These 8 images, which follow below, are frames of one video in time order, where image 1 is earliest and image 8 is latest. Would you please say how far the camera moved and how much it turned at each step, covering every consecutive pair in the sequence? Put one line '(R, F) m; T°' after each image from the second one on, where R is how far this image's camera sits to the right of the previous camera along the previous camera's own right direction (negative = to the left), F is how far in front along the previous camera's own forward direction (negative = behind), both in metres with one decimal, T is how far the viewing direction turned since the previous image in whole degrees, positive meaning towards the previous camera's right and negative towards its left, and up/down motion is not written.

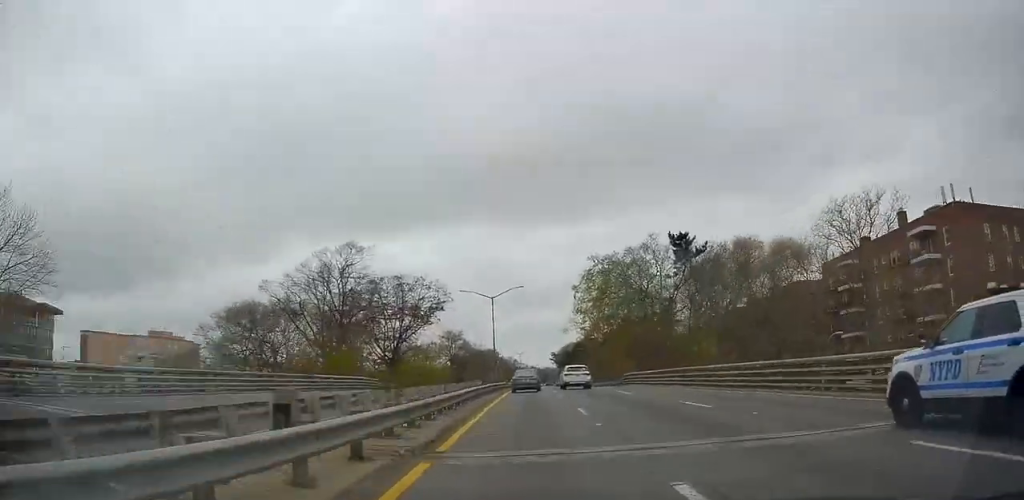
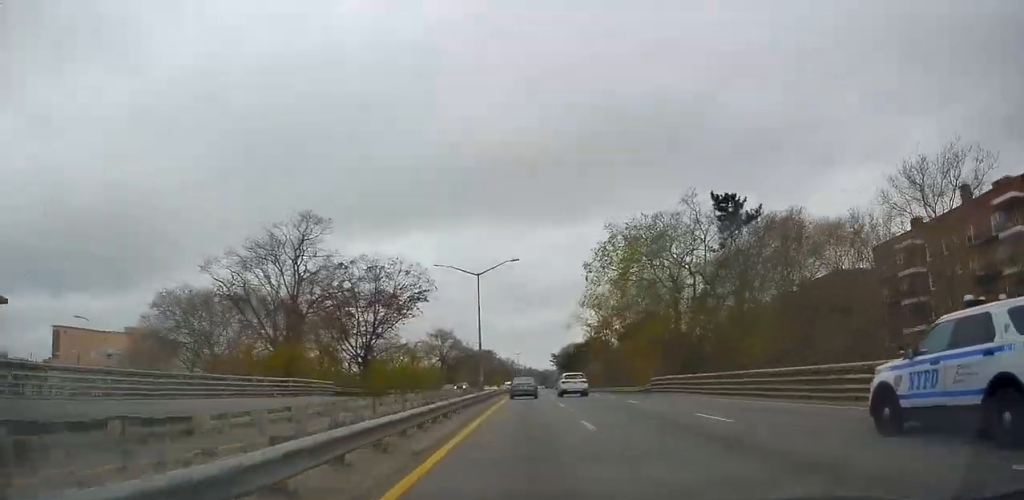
(+0.3, +14.5) m; +1°
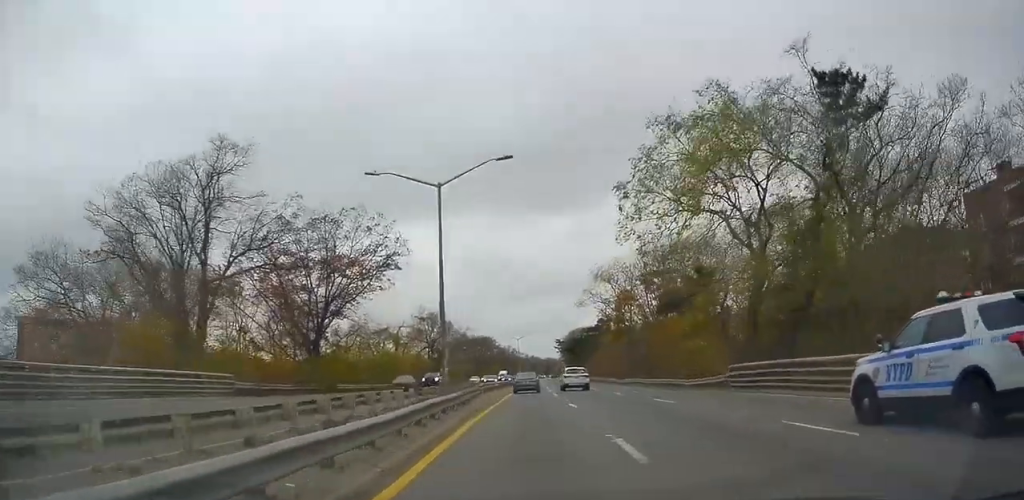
(+0.1, +18.4) m; 0°
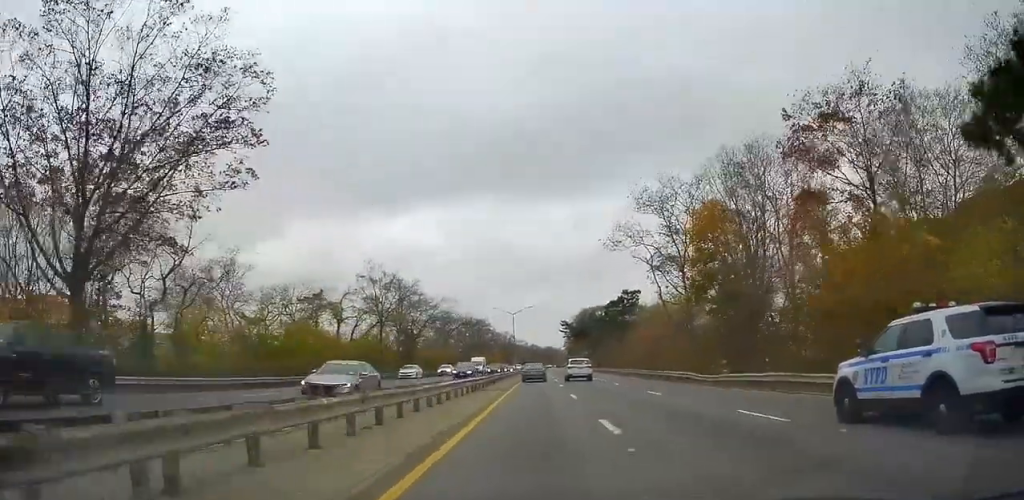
(0.0, +33.3) m; 0°
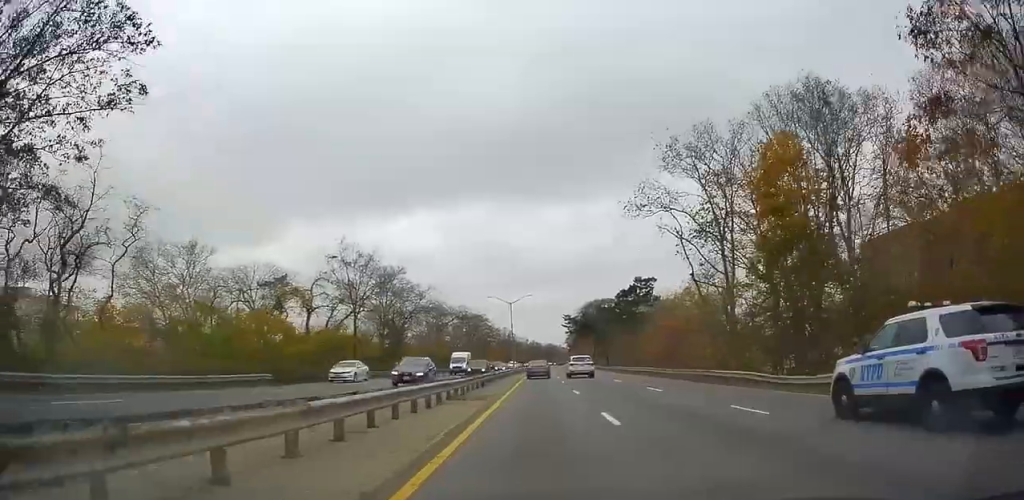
(-0.1, +10.6) m; 0°
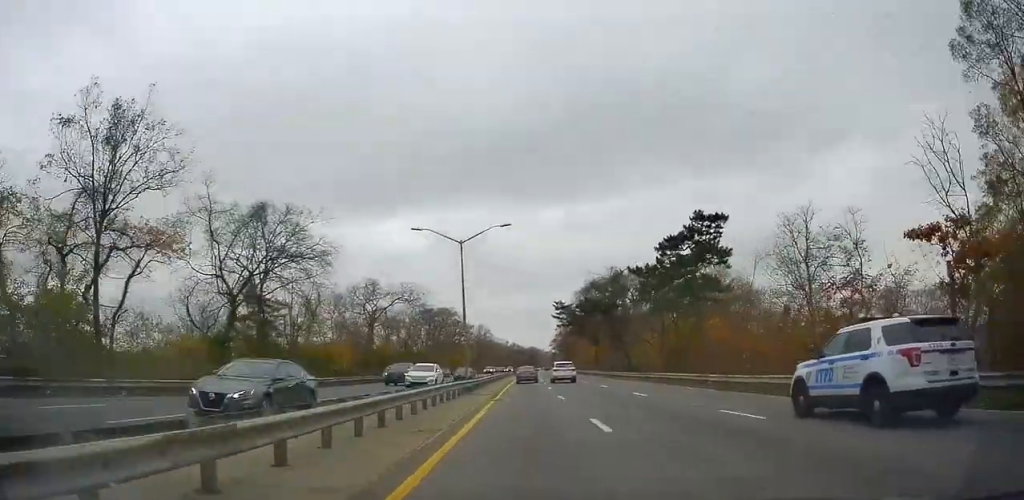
(+0.1, +36.3) m; -1°
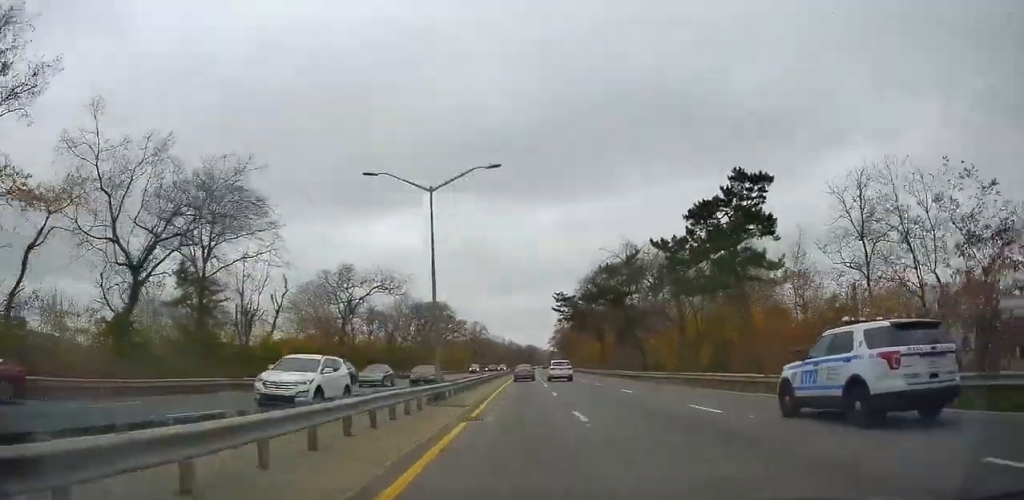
(-0.2, +9.6) m; 0°
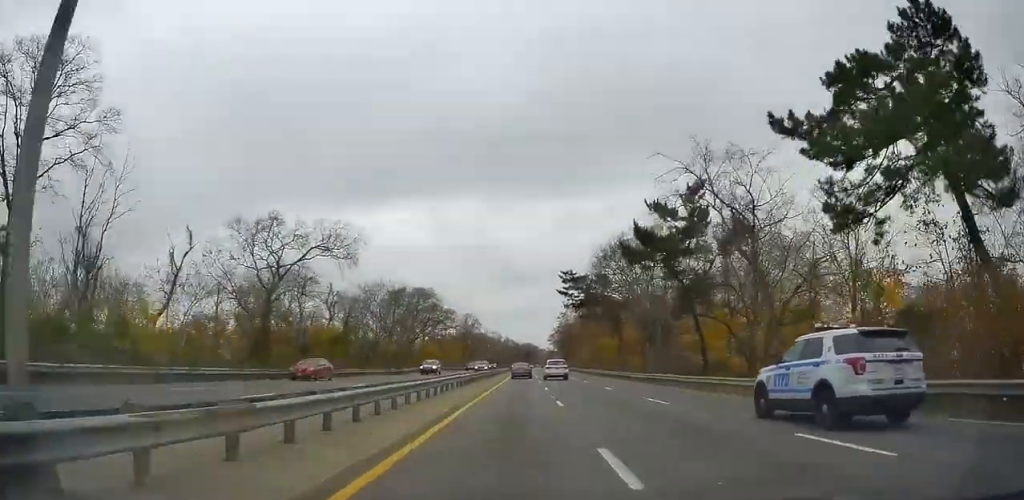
(-0.2, +19.2) m; +1°
